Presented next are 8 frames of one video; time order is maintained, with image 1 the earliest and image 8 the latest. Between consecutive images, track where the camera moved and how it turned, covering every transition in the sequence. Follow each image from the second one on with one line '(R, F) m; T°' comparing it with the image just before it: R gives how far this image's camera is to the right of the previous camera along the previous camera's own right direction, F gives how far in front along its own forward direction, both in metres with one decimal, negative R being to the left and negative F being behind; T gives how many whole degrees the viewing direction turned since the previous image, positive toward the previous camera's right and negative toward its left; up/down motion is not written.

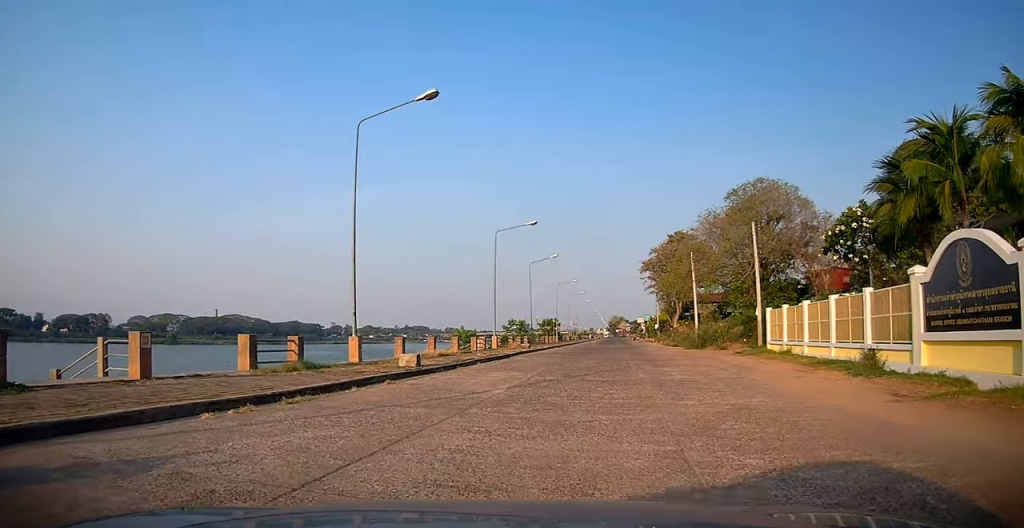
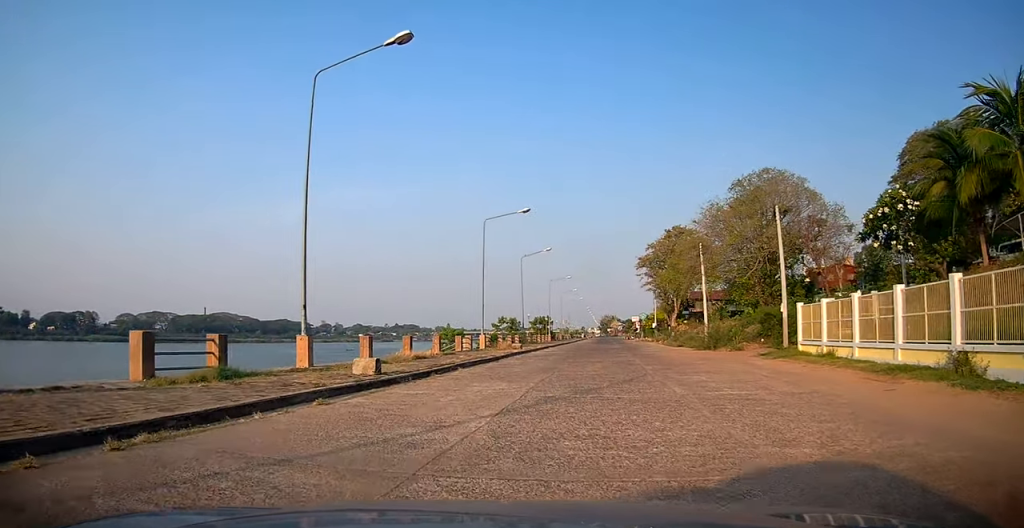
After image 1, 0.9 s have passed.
(-0.2, +4.5) m; 0°
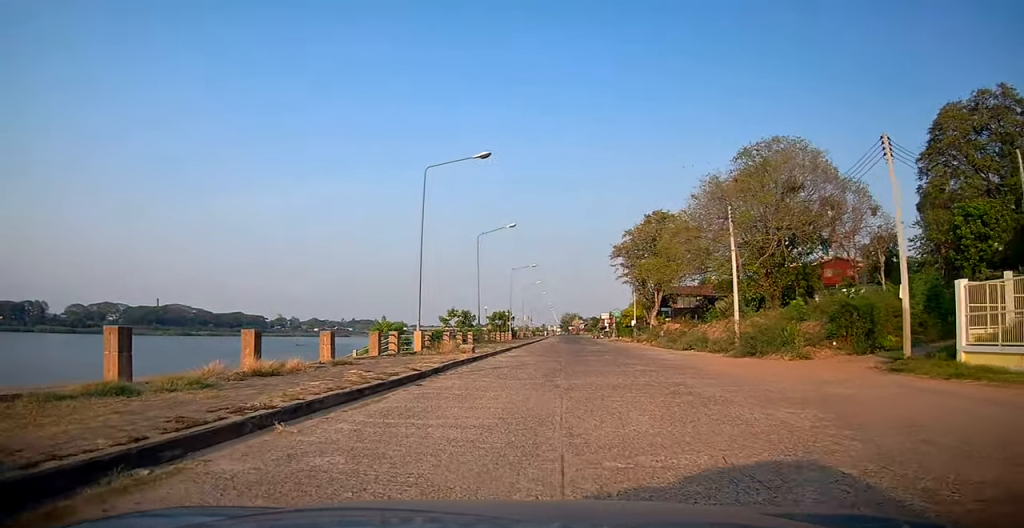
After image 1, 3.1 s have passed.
(+0.2, +13.1) m; +3°
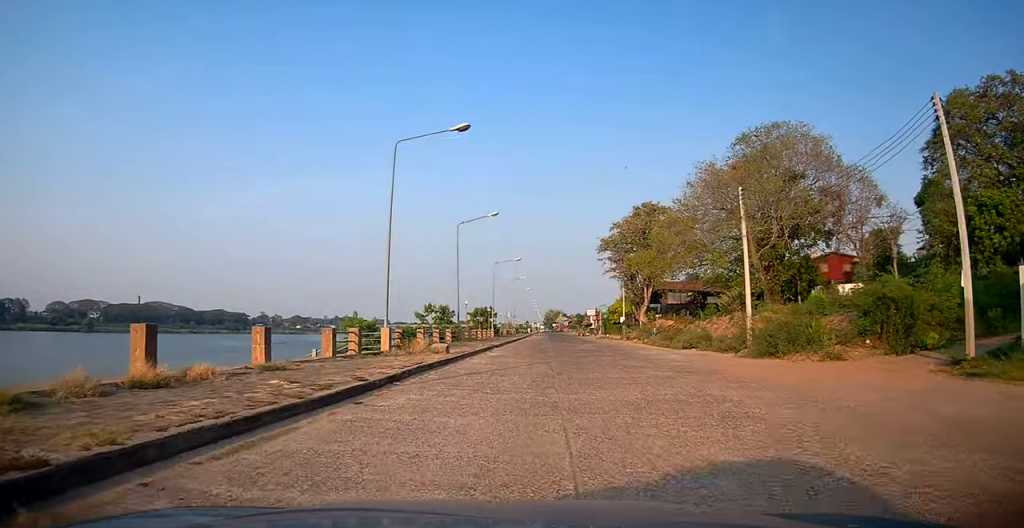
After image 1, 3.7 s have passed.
(0.0, +3.8) m; +3°
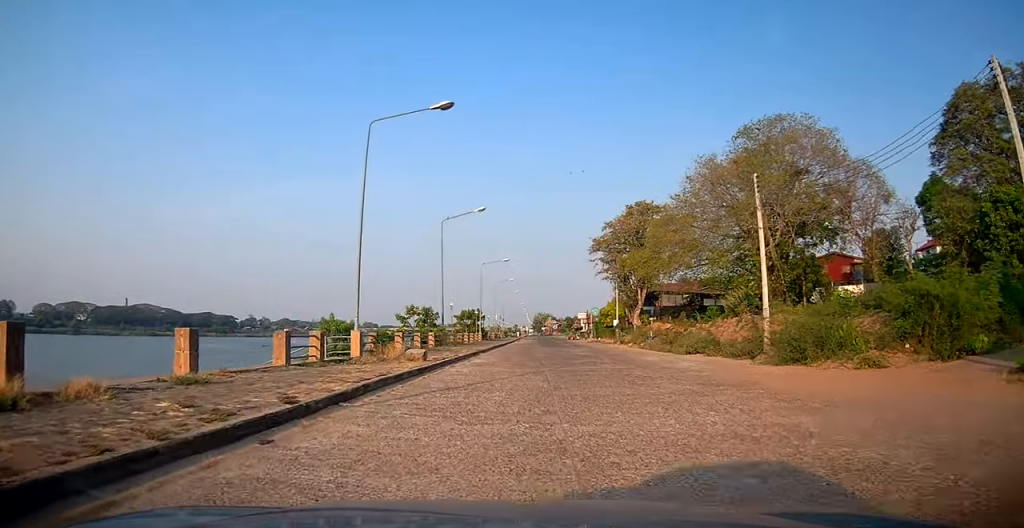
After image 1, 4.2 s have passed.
(+0.1, +3.1) m; +1°
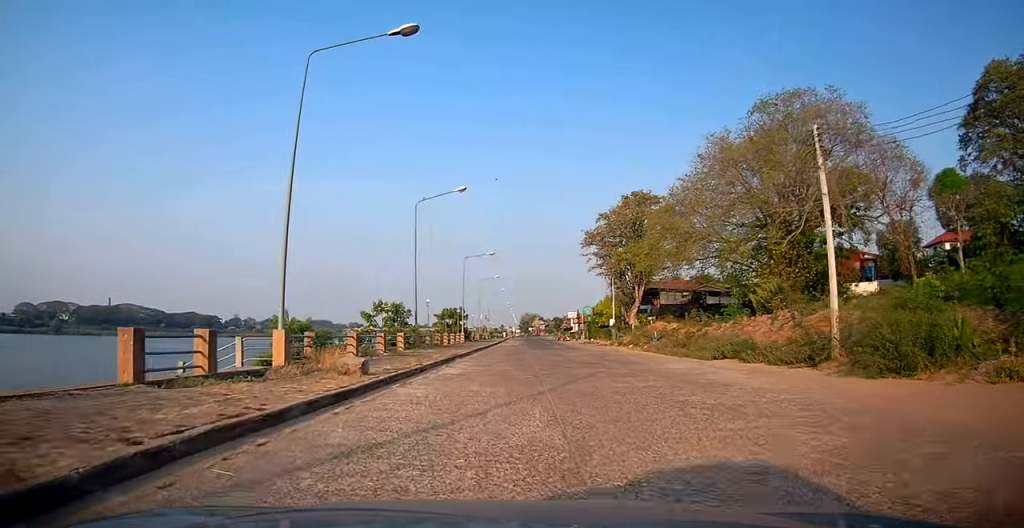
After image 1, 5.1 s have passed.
(+0.1, +6.4) m; +1°
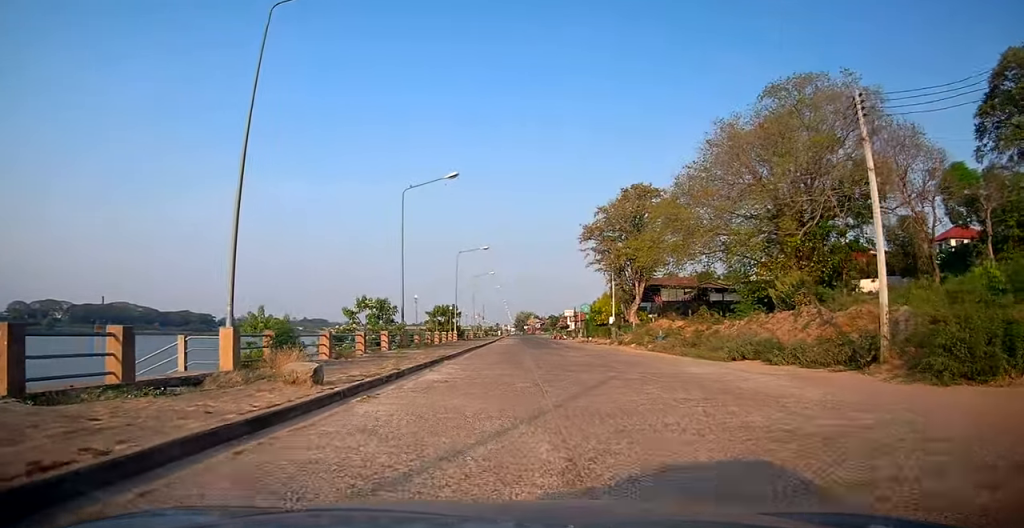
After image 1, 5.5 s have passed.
(0.0, +3.0) m; 0°
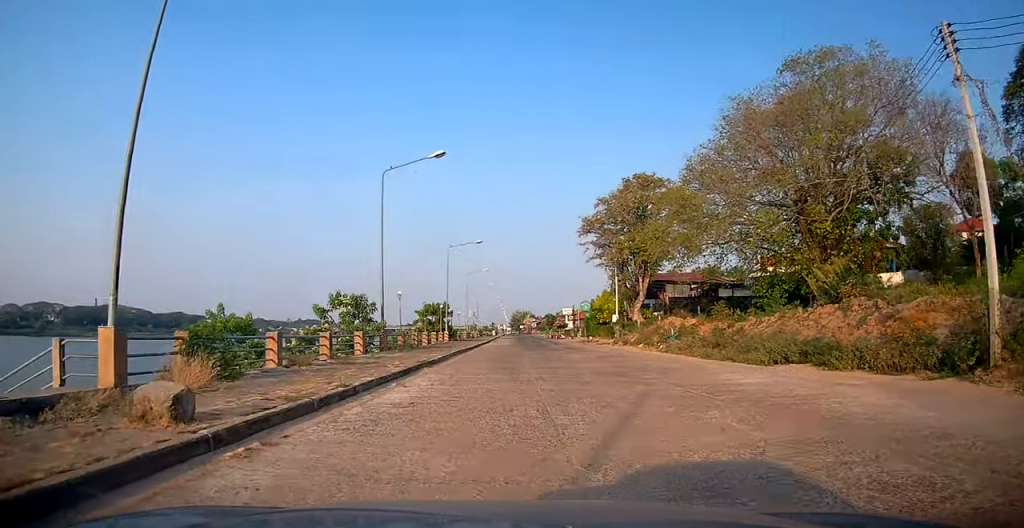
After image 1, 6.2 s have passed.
(0.0, +4.4) m; 0°
